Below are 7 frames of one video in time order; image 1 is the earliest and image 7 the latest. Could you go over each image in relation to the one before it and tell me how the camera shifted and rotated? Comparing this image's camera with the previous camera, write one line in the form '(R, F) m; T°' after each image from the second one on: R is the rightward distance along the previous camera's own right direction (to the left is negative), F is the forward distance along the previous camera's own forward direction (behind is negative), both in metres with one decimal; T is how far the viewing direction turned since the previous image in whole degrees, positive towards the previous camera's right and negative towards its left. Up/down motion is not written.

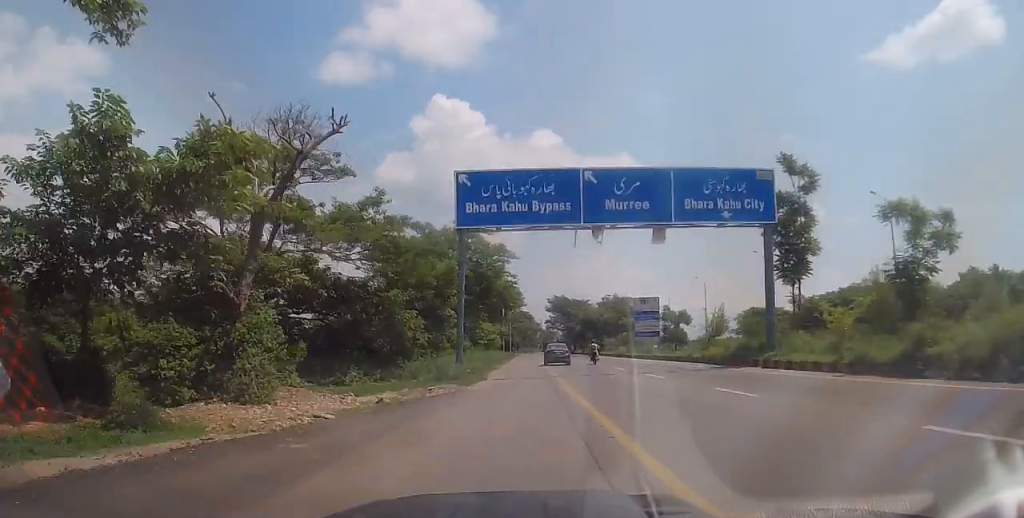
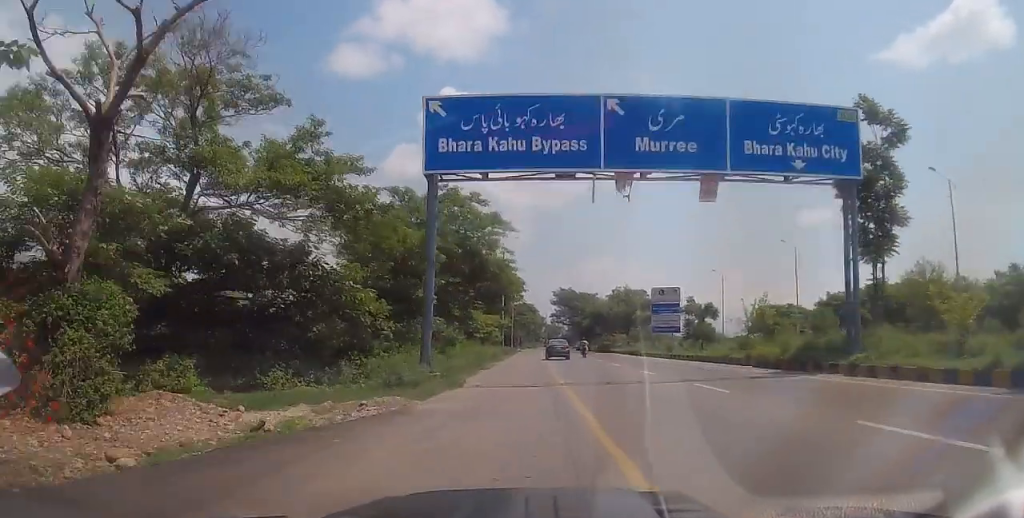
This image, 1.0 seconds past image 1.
(-0.1, +7.6) m; -2°
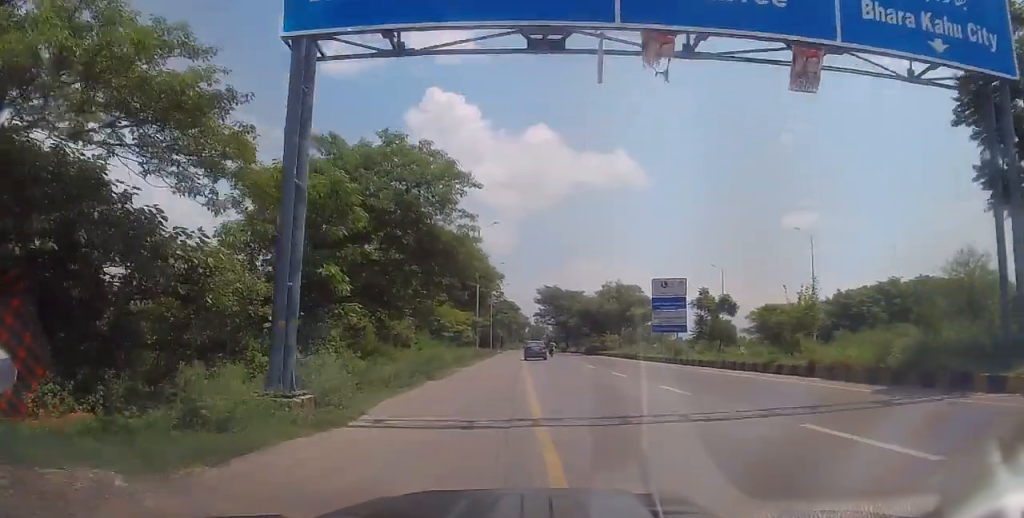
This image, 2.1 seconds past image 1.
(-0.2, +8.7) m; 0°
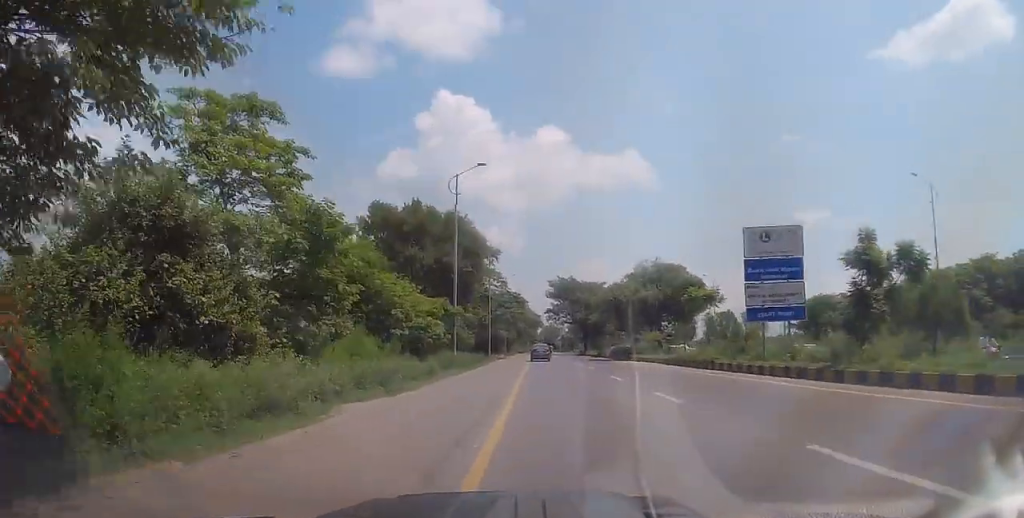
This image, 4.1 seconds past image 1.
(0.0, +18.8) m; -1°
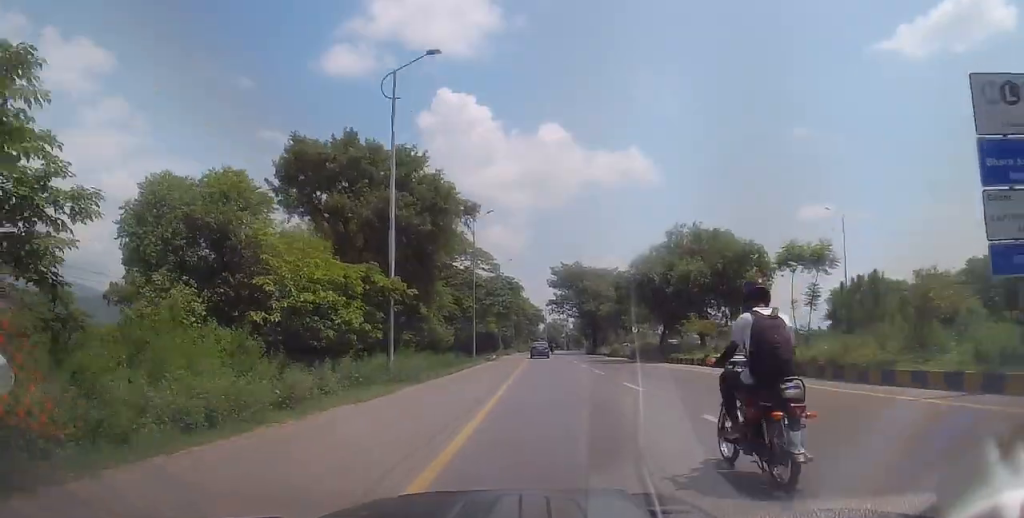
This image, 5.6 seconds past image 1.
(+0.2, +14.9) m; +1°
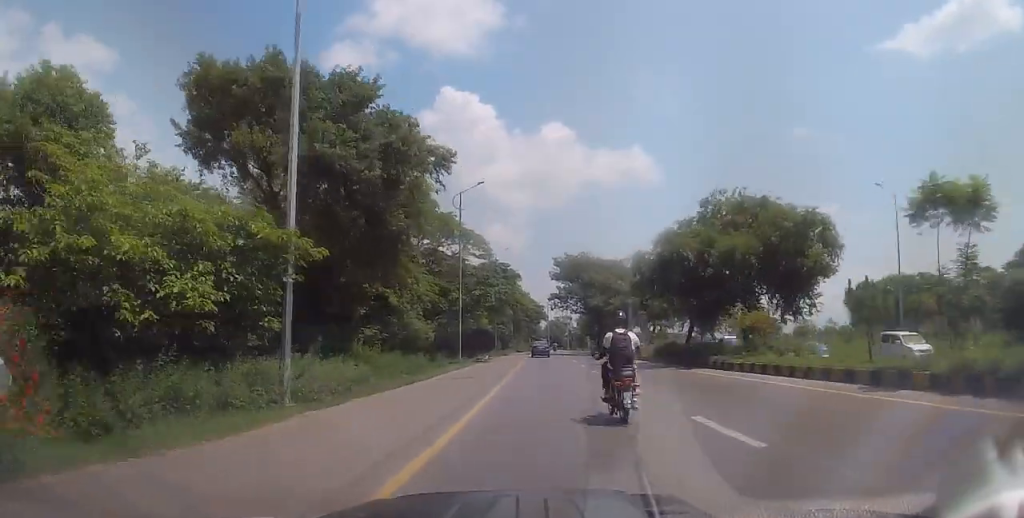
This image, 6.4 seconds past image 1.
(0.0, +8.8) m; -1°
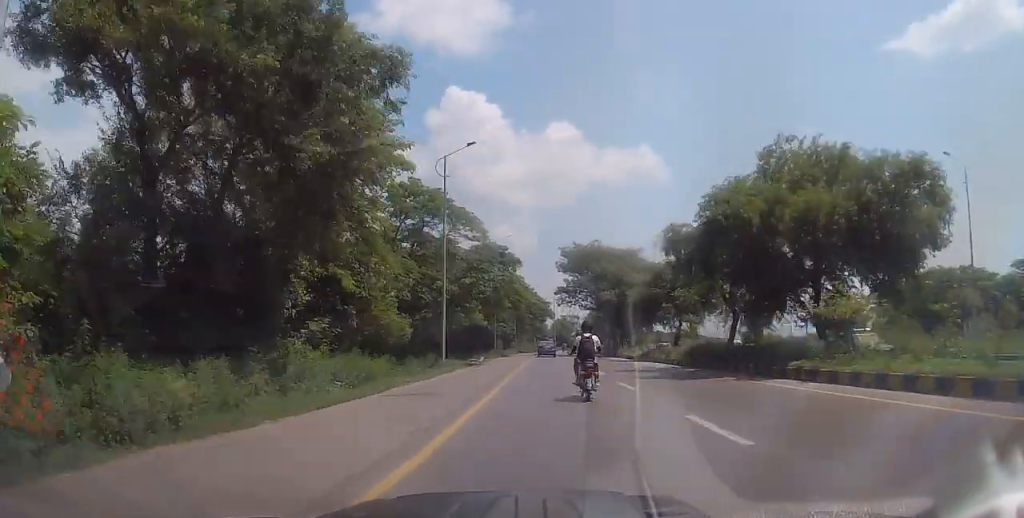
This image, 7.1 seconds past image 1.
(-0.1, +8.5) m; -1°
